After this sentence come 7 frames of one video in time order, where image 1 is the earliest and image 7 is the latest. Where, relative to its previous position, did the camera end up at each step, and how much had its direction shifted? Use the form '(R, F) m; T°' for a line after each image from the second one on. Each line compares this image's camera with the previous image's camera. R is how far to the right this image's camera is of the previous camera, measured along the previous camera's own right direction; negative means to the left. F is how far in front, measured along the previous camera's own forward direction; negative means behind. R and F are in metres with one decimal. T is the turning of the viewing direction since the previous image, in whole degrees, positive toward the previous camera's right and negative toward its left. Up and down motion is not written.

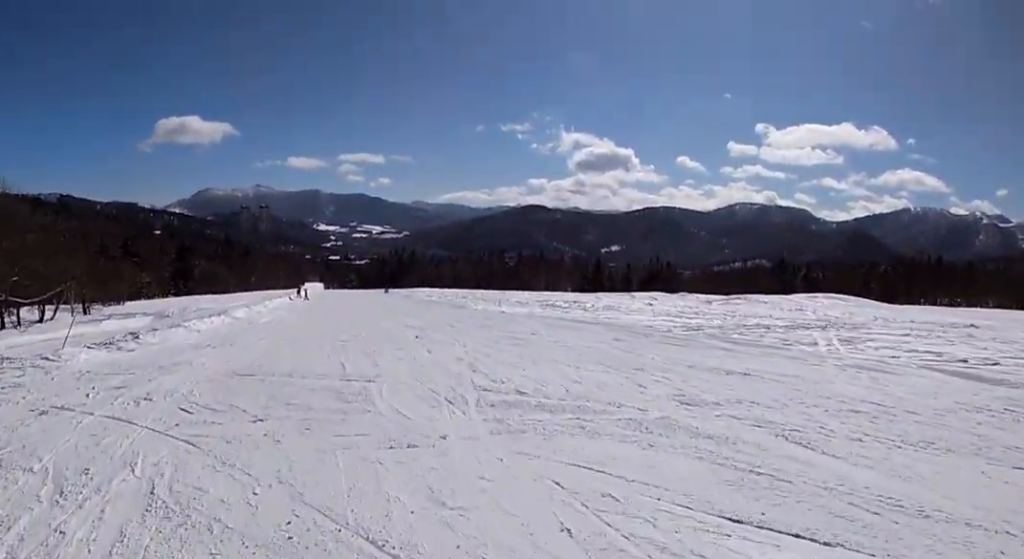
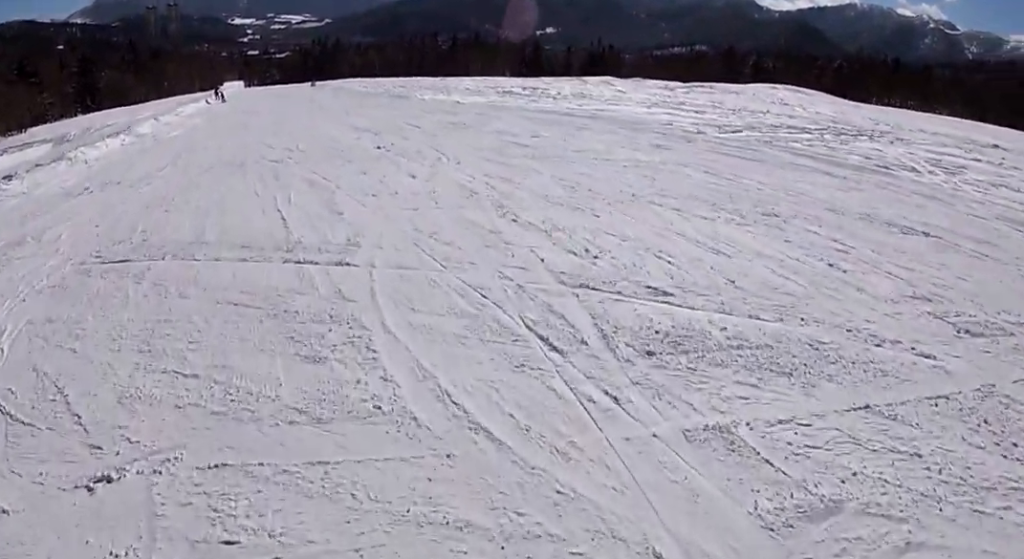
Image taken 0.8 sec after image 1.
(+0.7, +5.1) m; +4°
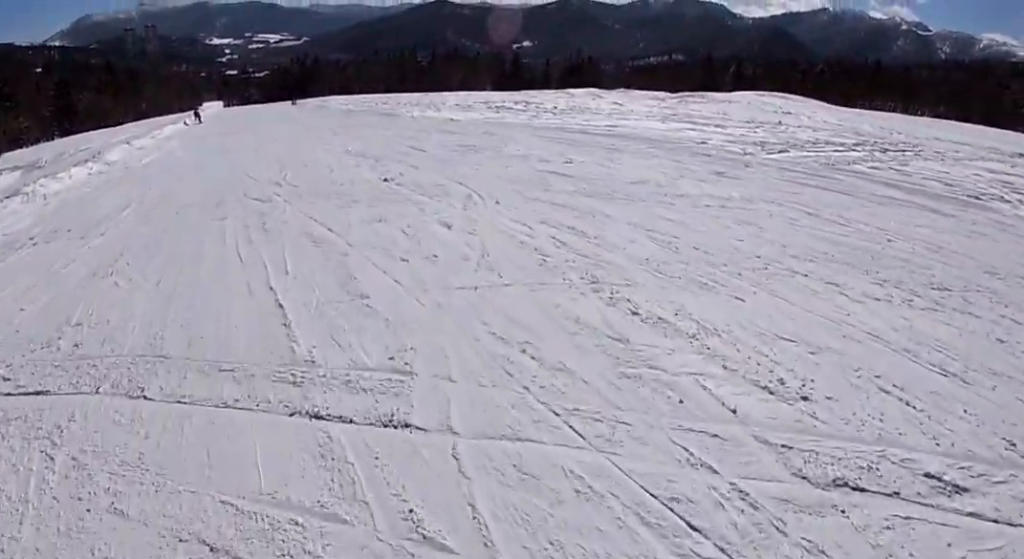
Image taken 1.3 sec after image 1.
(-0.1, +2.6) m; -5°
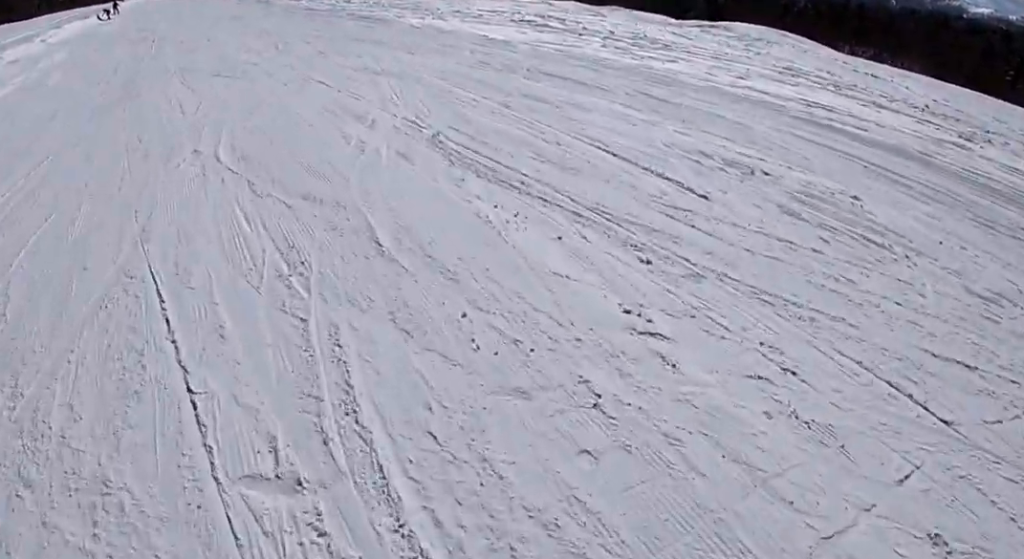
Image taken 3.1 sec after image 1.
(-1.7, +11.2) m; -3°
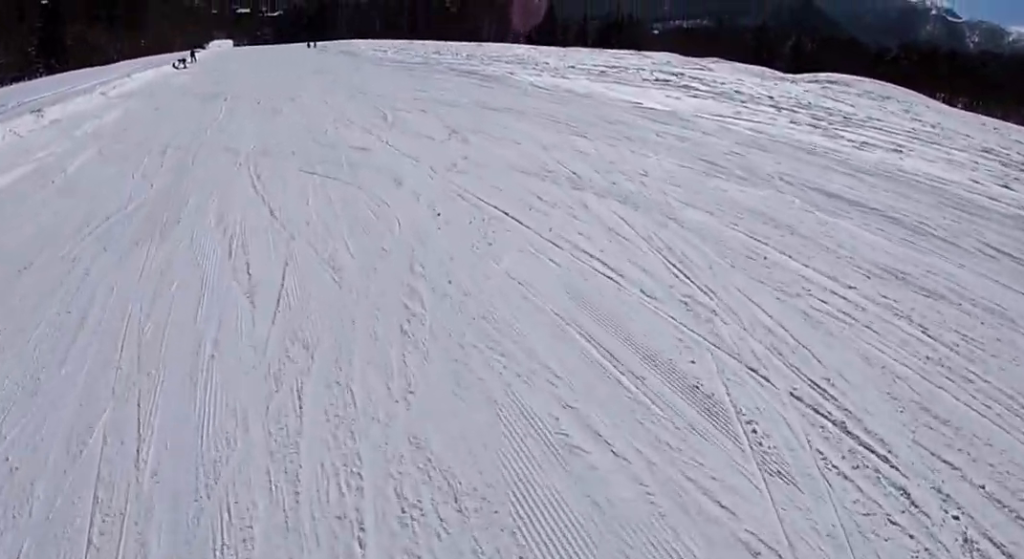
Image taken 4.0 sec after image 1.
(+1.0, +5.8) m; +3°
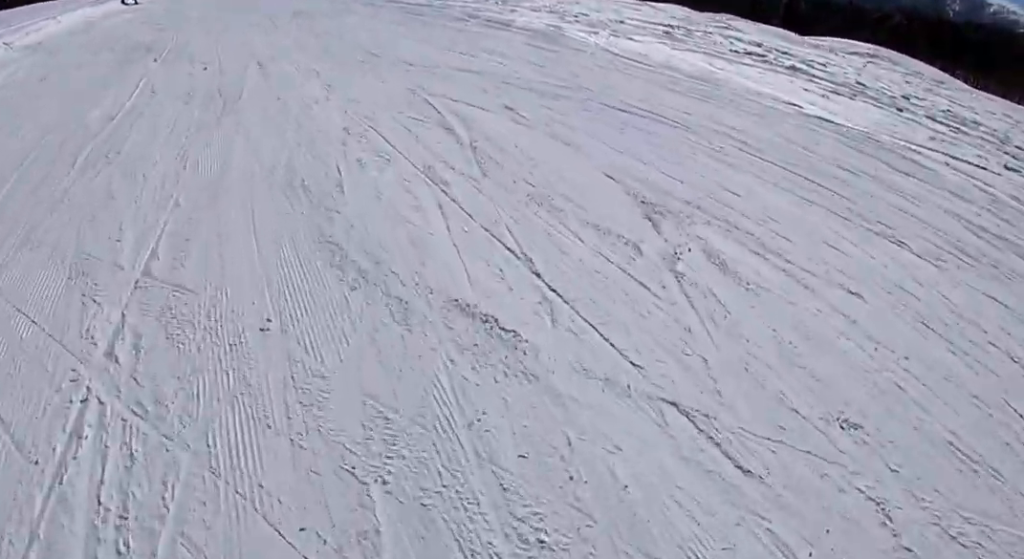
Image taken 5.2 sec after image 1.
(-0.9, +7.6) m; -6°
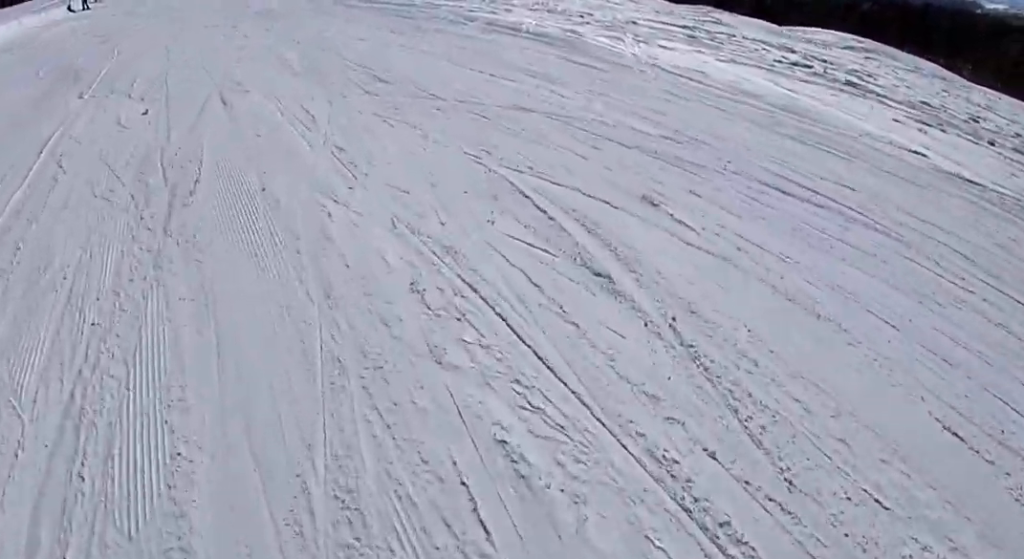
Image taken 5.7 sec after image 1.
(+0.1, +4.0) m; +1°
